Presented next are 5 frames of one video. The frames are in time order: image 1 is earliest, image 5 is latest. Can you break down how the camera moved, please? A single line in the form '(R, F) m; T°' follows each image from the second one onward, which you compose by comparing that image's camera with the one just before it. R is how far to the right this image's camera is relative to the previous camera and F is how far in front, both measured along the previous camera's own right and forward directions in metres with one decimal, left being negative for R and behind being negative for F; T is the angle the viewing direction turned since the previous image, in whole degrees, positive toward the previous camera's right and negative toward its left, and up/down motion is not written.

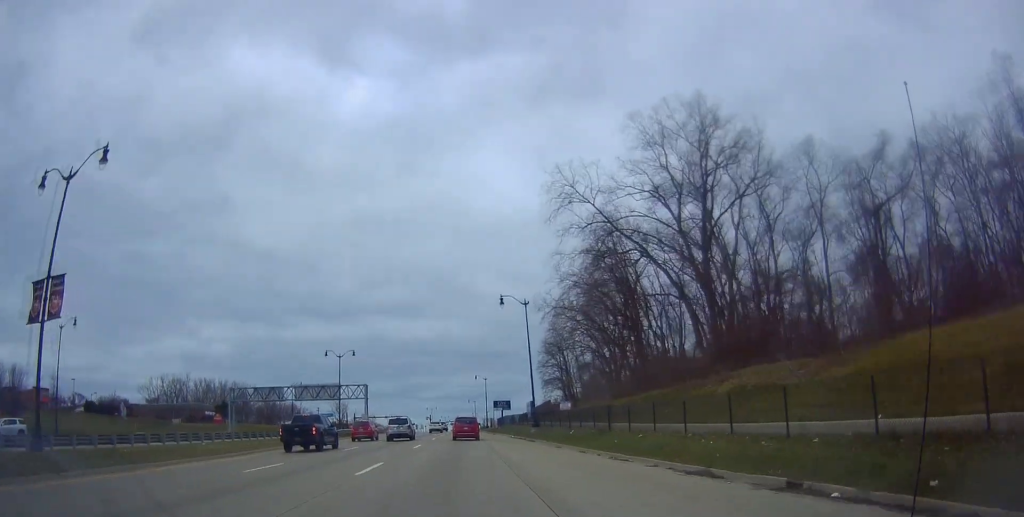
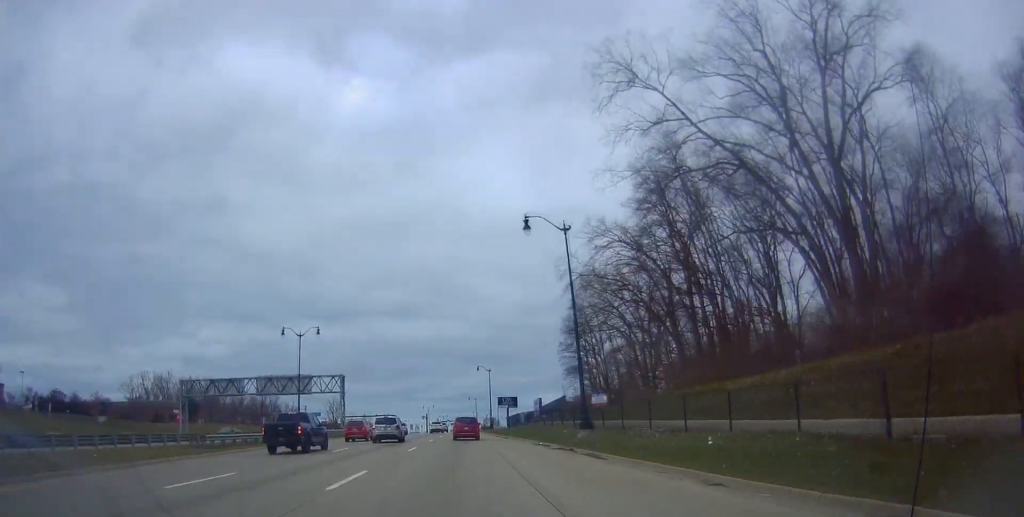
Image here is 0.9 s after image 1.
(-0.4, +19.8) m; 0°
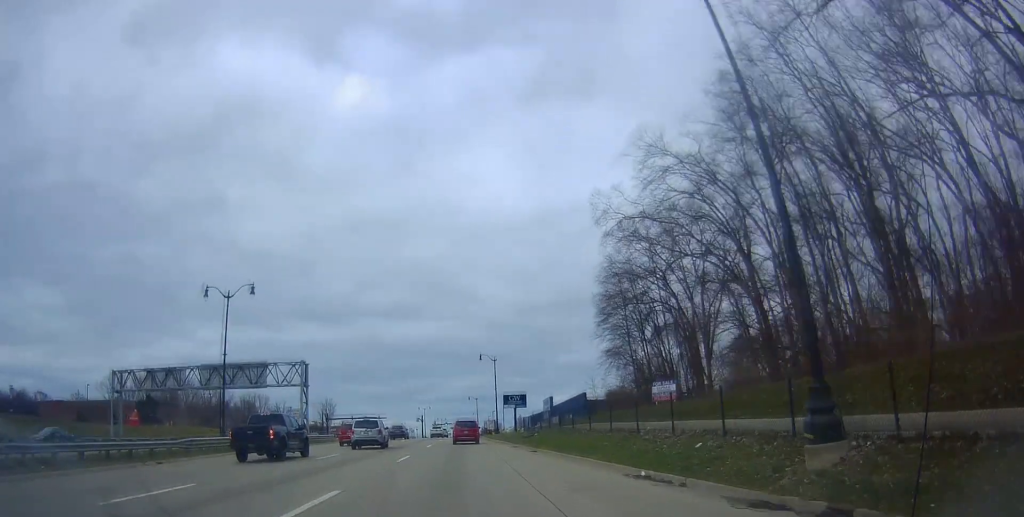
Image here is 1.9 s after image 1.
(+0.3, +19.6) m; 0°
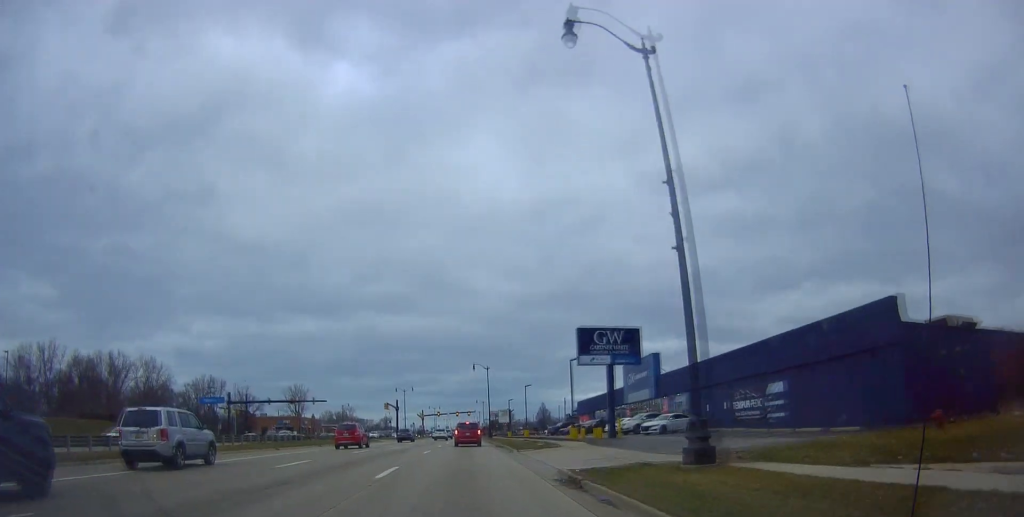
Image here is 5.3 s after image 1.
(+0.2, +70.1) m; -1°
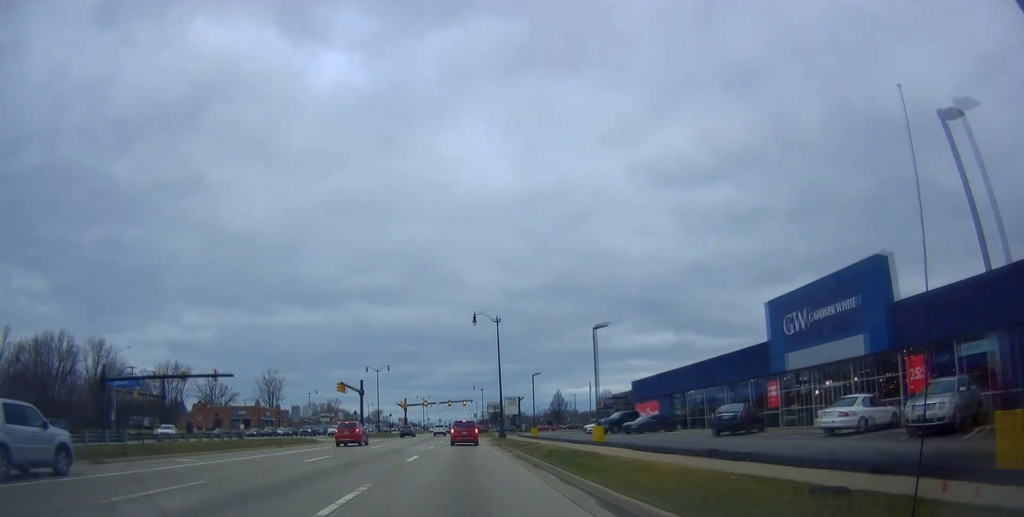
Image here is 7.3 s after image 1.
(+0.6, +37.0) m; +2°
